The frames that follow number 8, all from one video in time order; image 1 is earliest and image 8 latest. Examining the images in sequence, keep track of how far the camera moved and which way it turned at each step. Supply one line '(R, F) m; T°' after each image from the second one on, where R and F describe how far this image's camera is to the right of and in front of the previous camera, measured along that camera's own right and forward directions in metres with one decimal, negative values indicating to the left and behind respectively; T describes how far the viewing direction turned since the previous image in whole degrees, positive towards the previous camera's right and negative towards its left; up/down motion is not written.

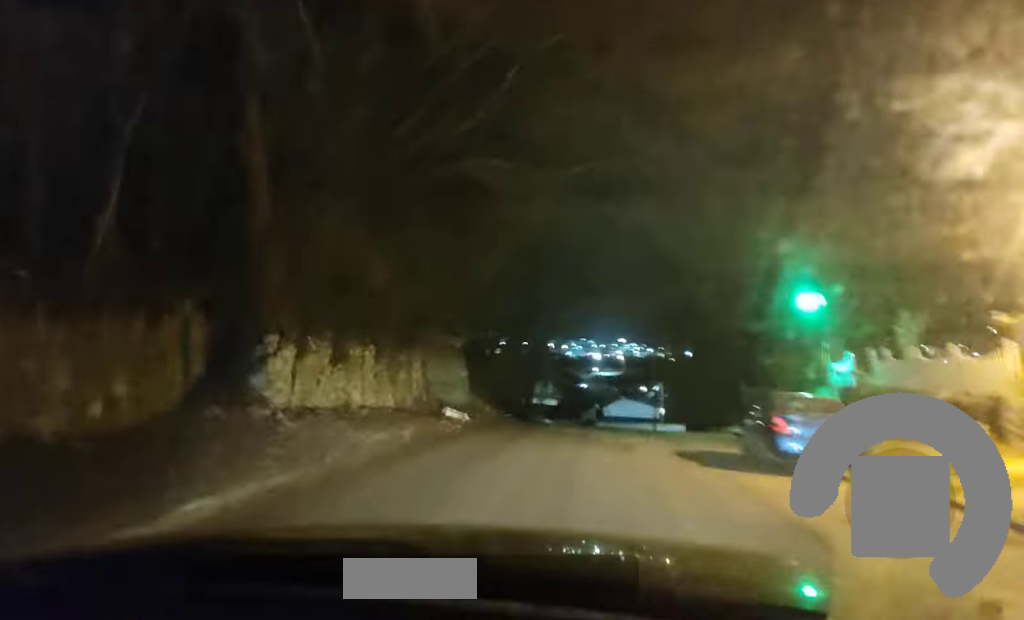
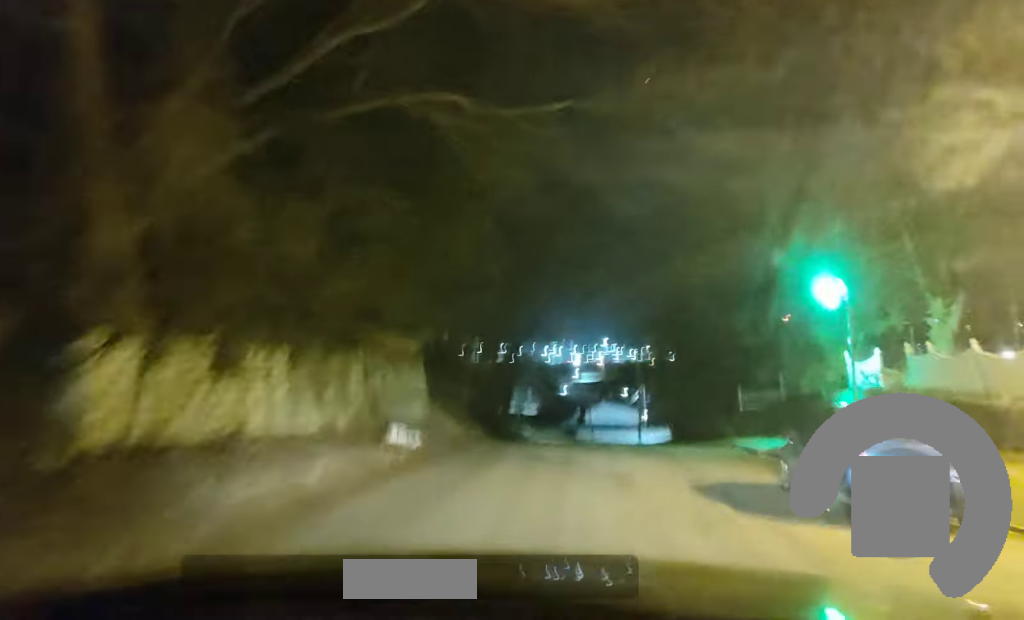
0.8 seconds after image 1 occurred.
(0.0, +4.6) m; -1°
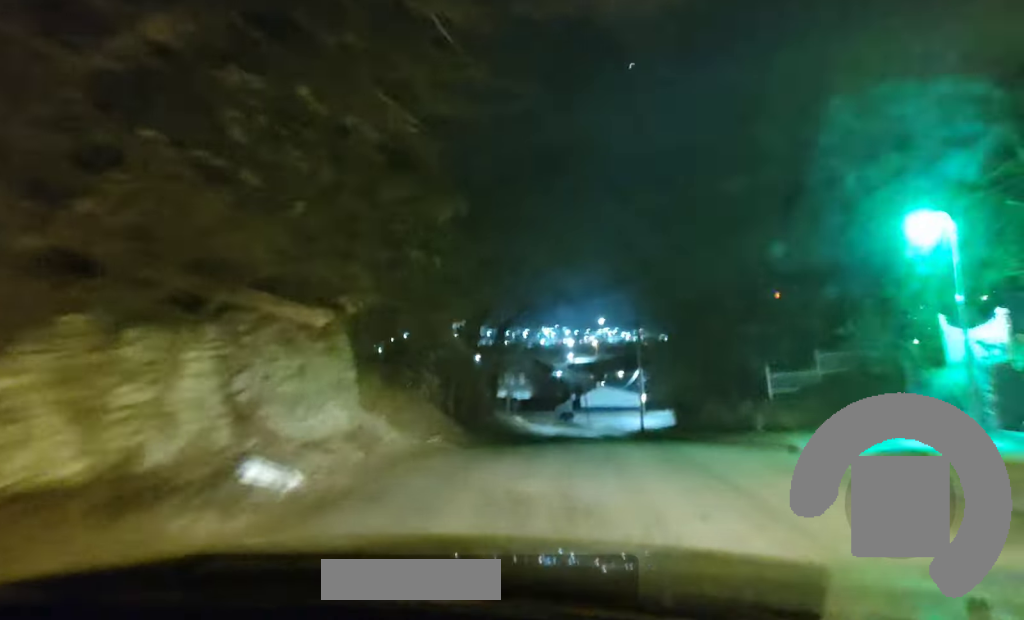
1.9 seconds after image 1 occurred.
(0.0, +7.4) m; -1°
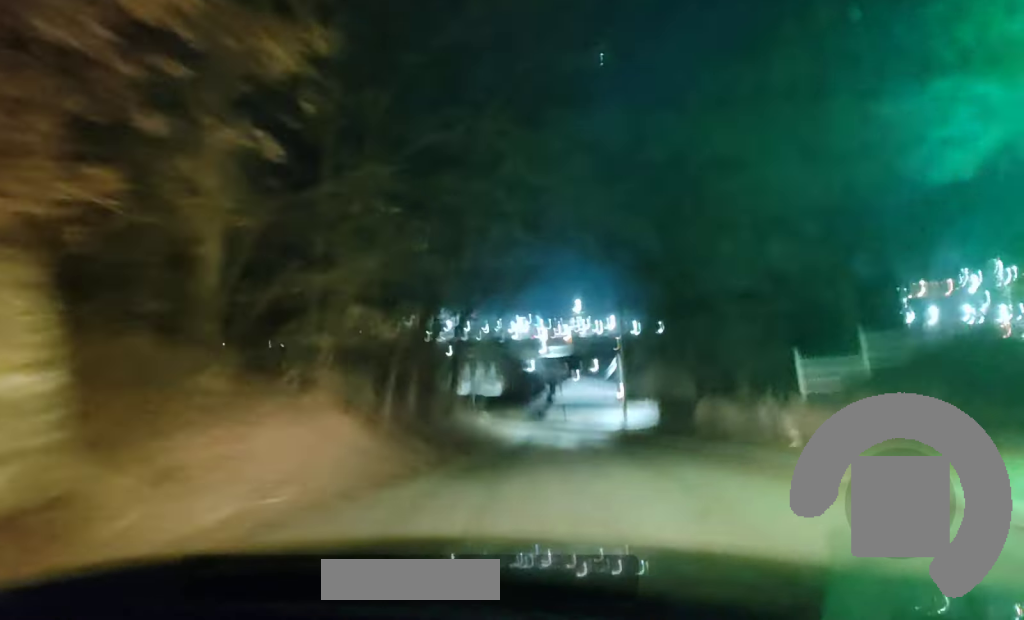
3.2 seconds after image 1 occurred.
(-0.1, +9.3) m; +2°
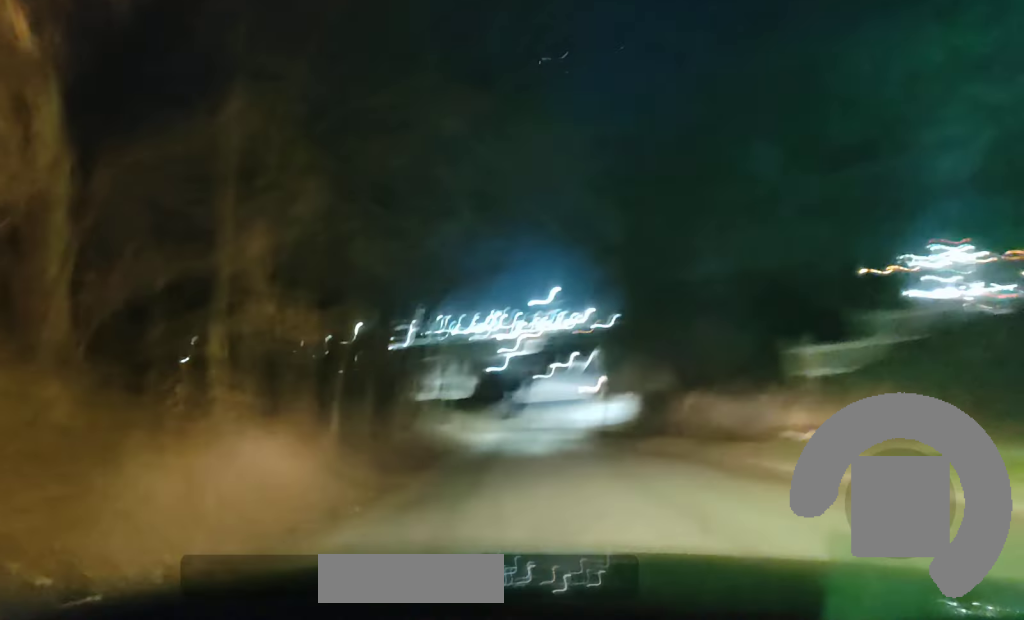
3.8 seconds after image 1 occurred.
(+0.1, +4.0) m; +1°
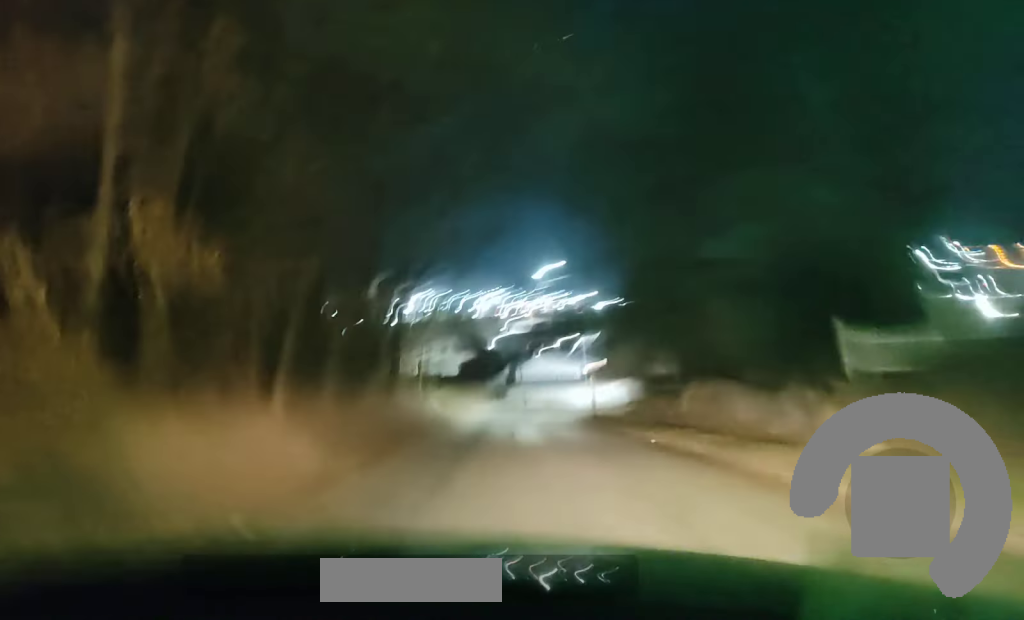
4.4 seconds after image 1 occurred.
(+0.1, +4.0) m; +1°
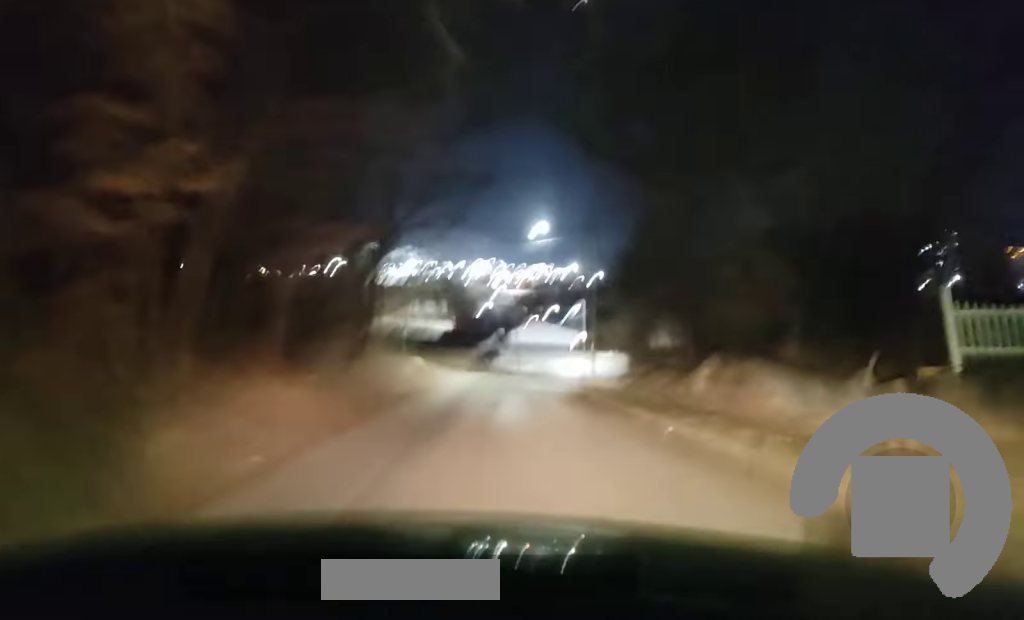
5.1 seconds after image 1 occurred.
(0.0, +5.7) m; +1°
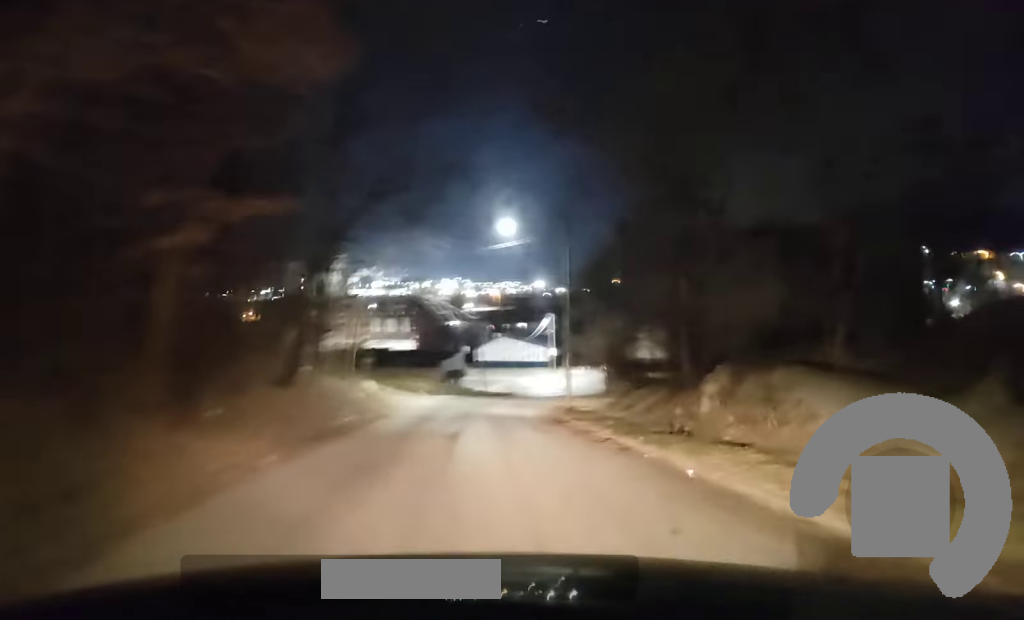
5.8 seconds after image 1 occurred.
(+0.1, +5.4) m; 0°
